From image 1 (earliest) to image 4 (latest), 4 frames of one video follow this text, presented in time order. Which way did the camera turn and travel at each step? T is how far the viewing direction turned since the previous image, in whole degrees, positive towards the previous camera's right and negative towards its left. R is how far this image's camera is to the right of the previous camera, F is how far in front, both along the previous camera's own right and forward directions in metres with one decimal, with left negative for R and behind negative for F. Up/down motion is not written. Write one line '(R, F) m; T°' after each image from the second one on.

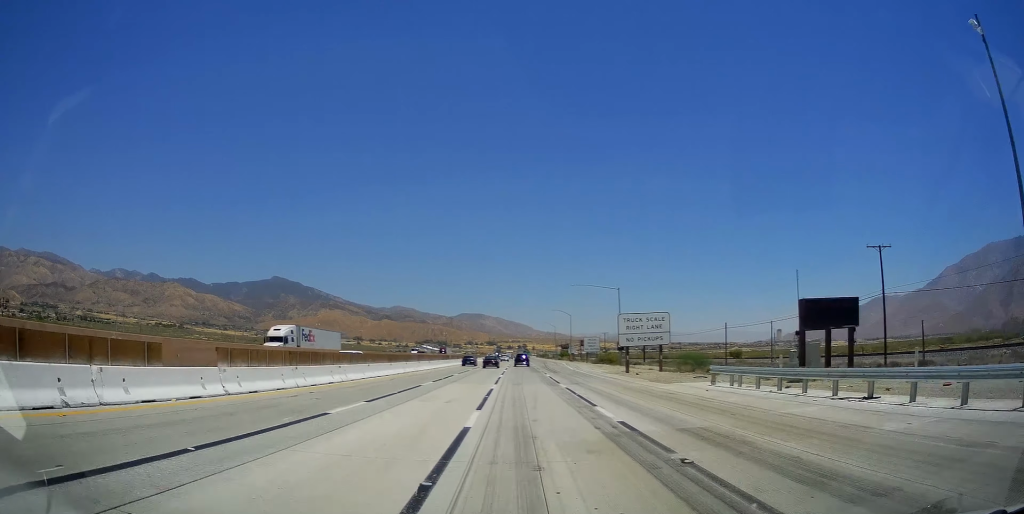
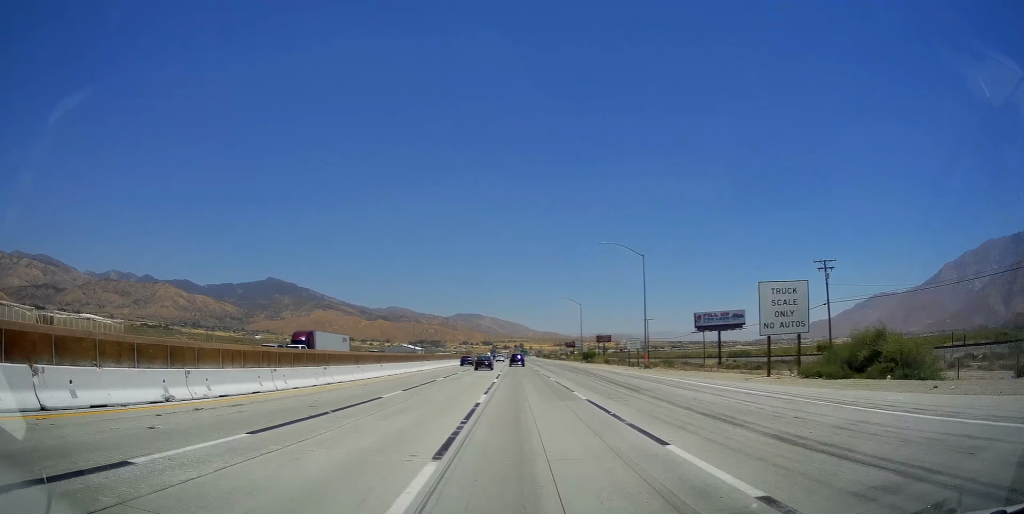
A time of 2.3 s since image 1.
(-0.9, +81.9) m; -1°
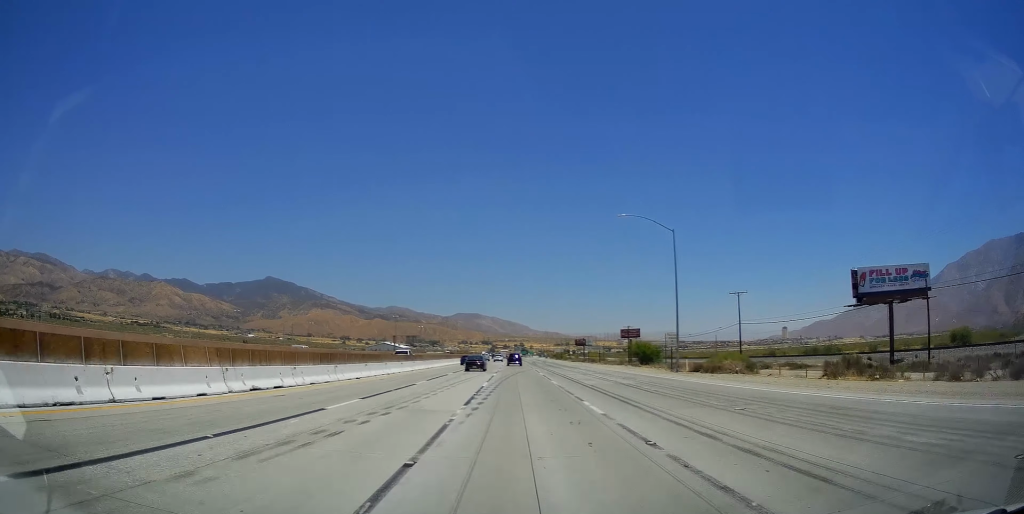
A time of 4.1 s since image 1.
(0.0, +62.3) m; 0°
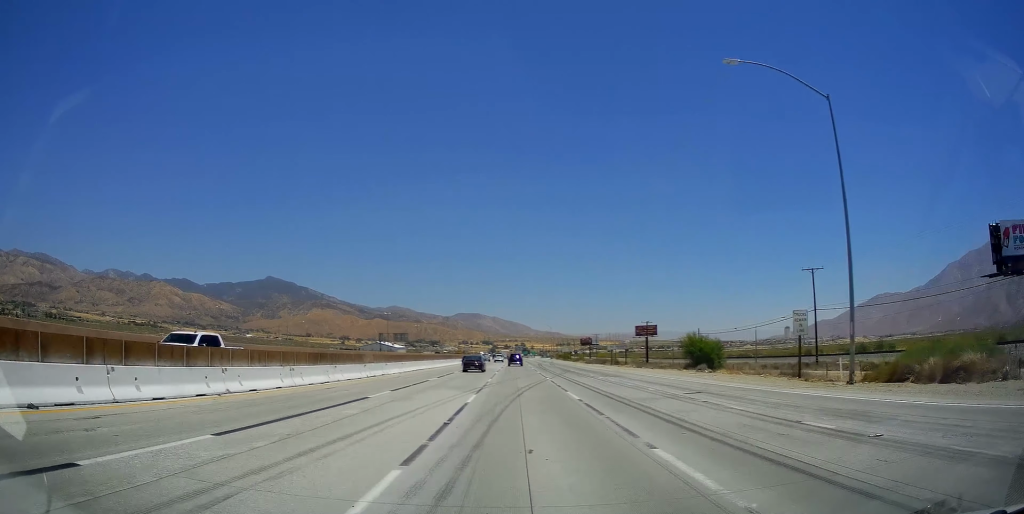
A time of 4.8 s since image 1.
(0.0, +24.7) m; 0°
